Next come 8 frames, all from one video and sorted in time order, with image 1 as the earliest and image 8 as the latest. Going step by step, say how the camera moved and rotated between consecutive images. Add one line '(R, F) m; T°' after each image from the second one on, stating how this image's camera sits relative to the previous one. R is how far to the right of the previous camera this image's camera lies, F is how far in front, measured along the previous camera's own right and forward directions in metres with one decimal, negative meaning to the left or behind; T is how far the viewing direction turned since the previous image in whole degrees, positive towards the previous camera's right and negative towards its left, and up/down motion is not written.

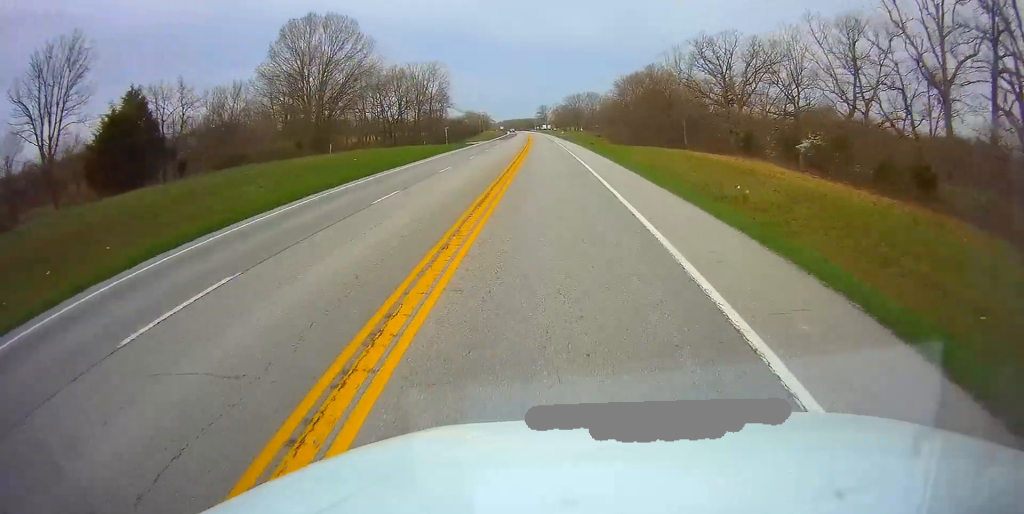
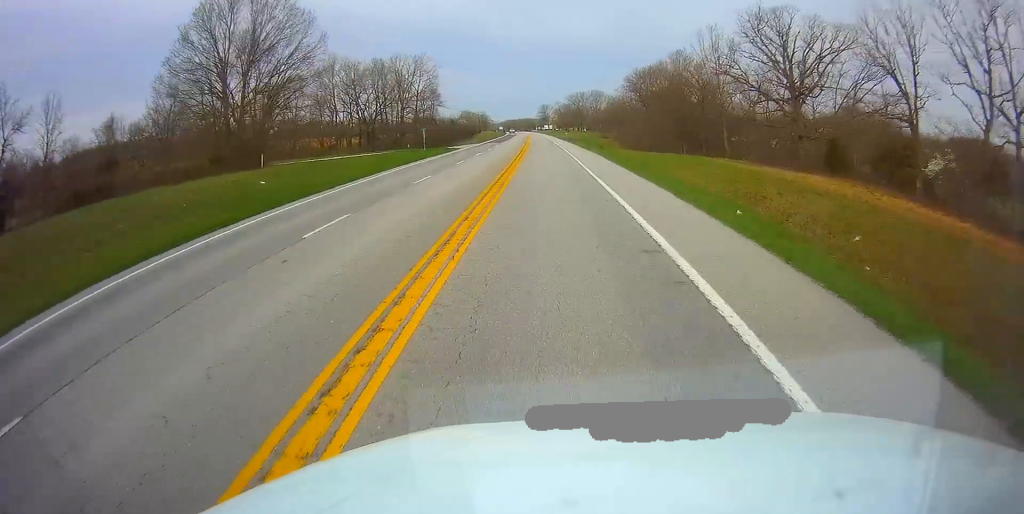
(-0.1, +17.6) m; 0°
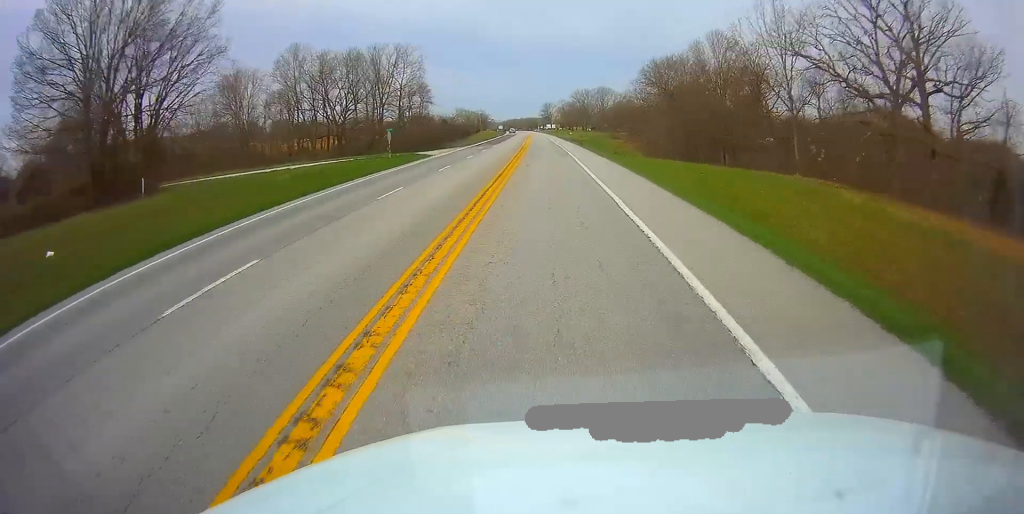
(0.0, +17.6) m; 0°
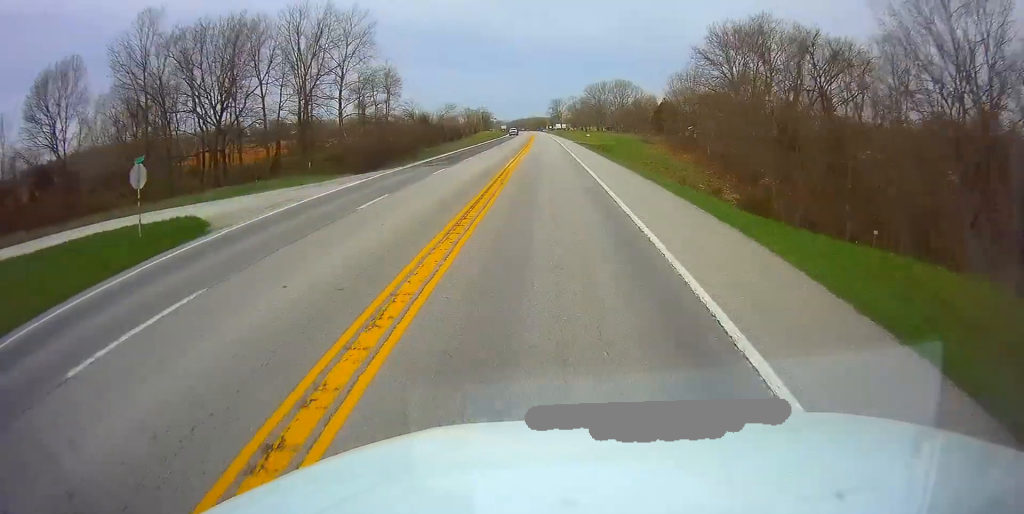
(-0.4, +38.3) m; -1°
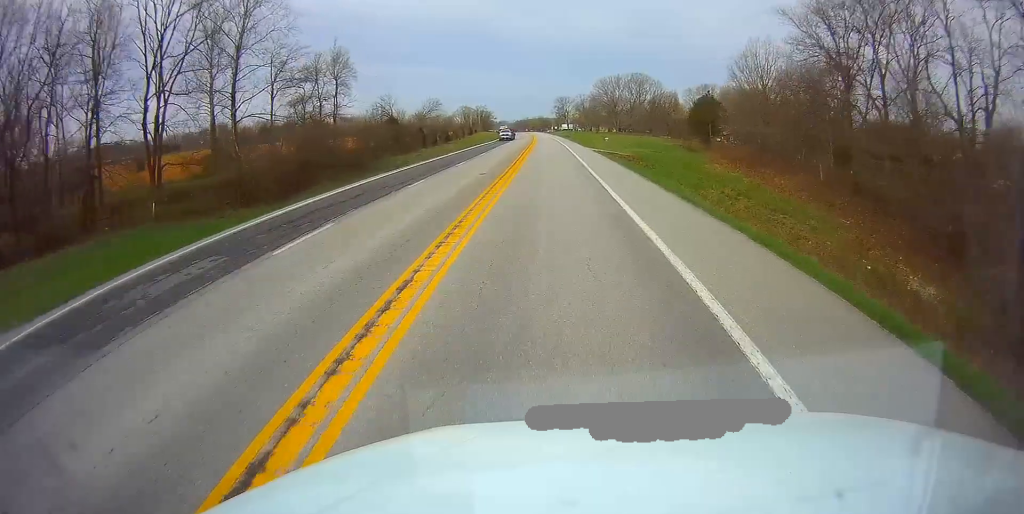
(+0.1, +30.0) m; 0°
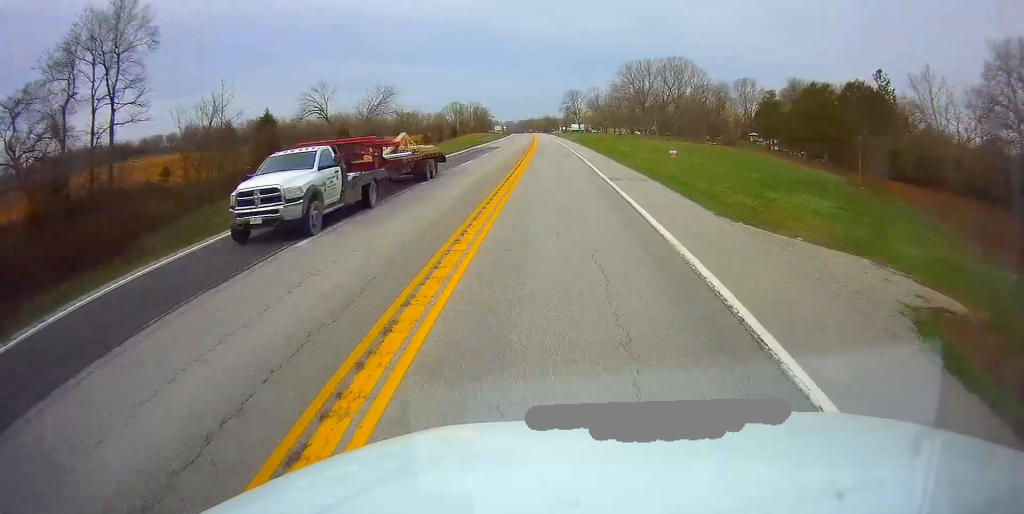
(-0.4, +47.6) m; 0°
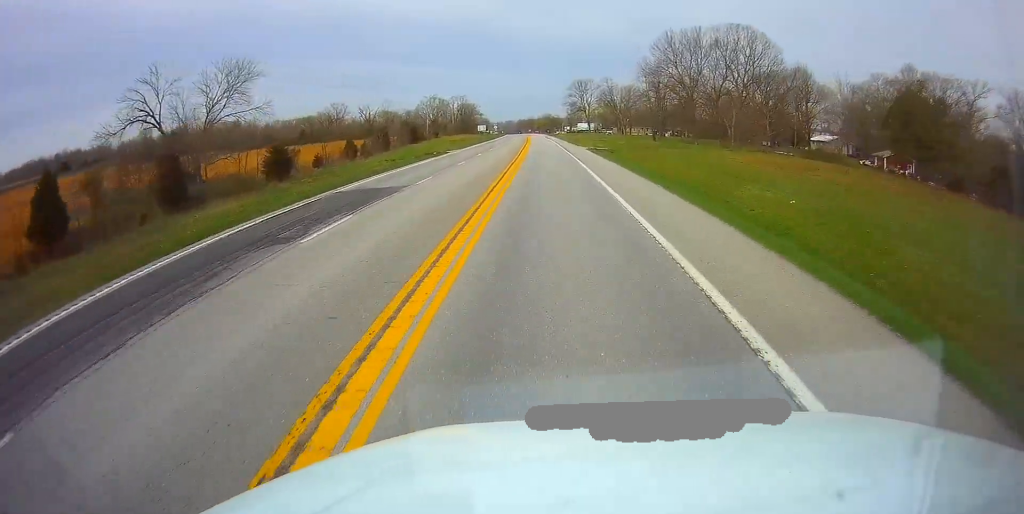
(-0.2, +47.7) m; -1°
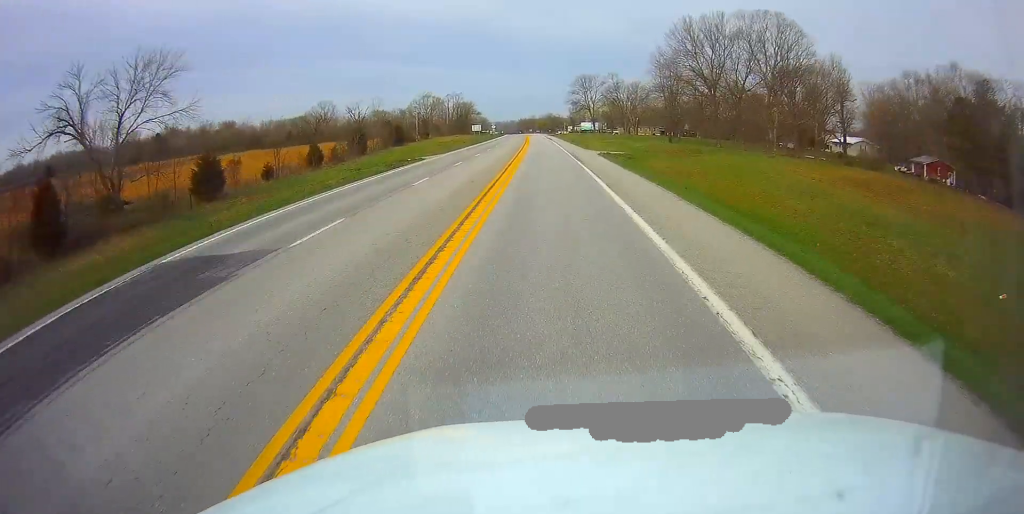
(0.0, +12.4) m; 0°
